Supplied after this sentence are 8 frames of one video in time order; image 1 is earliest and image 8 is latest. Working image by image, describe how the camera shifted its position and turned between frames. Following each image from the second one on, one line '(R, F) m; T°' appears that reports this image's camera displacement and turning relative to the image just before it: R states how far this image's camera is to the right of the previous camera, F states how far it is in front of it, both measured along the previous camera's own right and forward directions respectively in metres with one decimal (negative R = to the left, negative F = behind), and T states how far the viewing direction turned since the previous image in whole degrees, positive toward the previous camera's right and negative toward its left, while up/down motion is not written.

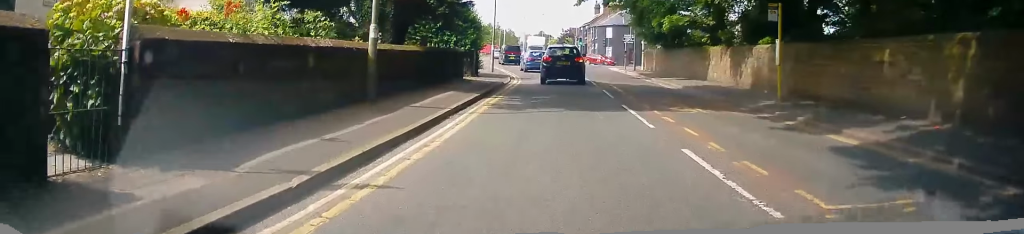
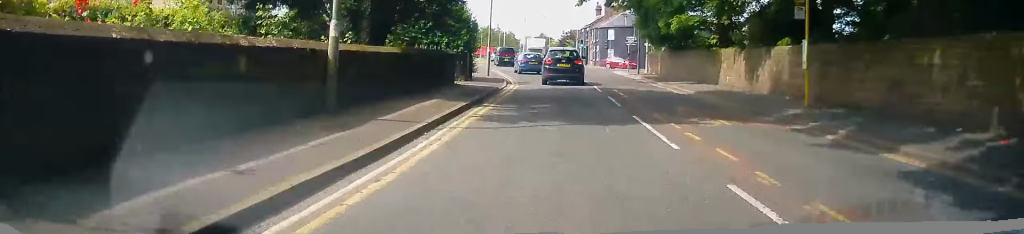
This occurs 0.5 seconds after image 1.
(0.0, +1.8) m; +1°
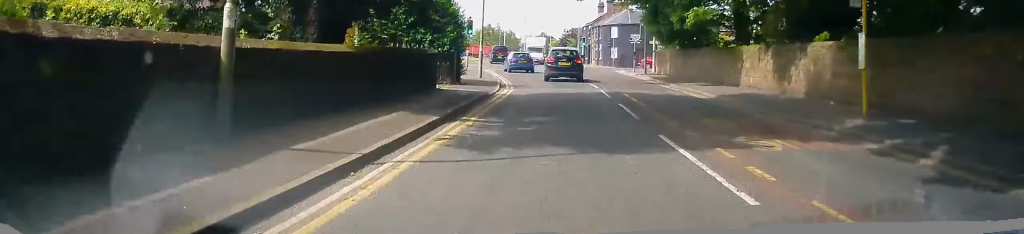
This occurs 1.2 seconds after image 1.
(0.0, +2.9) m; +2°
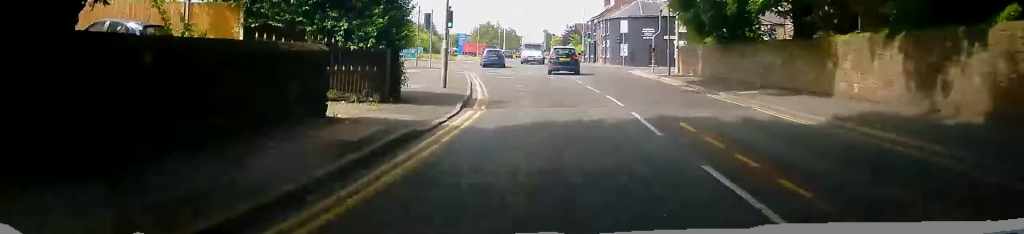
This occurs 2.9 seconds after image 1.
(+0.2, +8.1) m; -2°
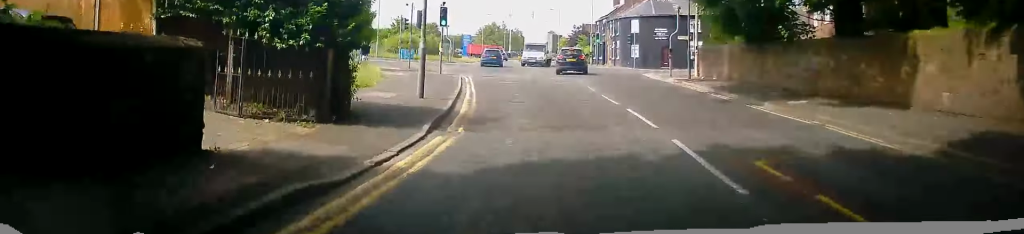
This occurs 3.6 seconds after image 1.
(-0.2, +3.7) m; +1°
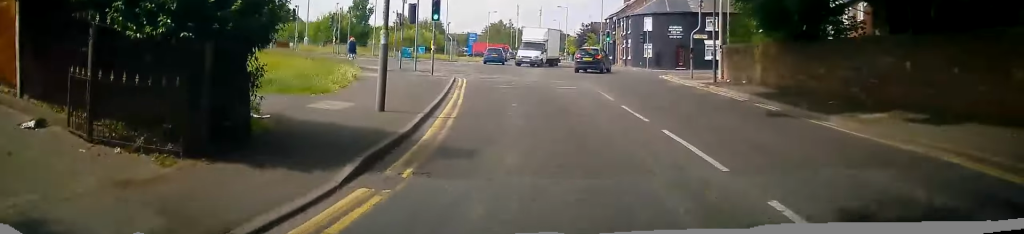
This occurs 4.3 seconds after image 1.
(+0.1, +3.7) m; 0°
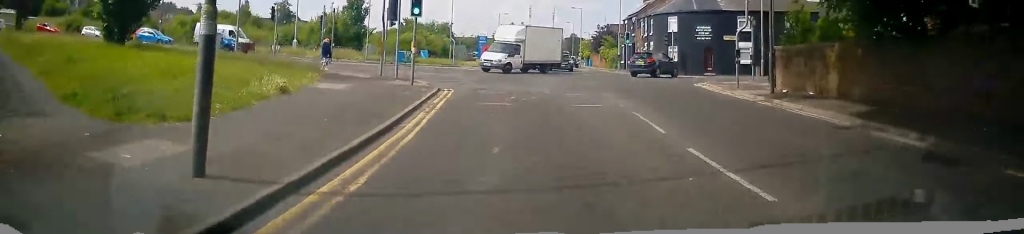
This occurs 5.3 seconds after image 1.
(0.0, +5.9) m; -2°
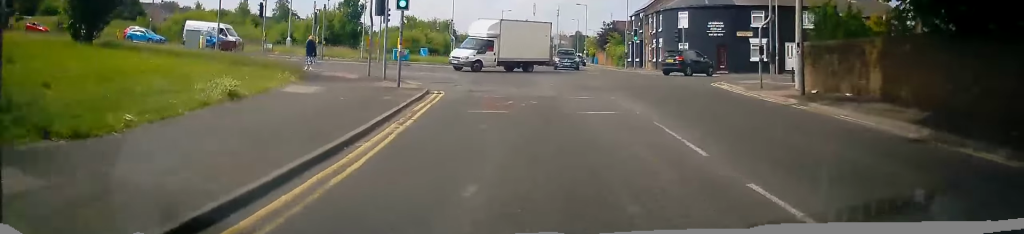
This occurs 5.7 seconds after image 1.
(-0.1, +2.5) m; -2°
